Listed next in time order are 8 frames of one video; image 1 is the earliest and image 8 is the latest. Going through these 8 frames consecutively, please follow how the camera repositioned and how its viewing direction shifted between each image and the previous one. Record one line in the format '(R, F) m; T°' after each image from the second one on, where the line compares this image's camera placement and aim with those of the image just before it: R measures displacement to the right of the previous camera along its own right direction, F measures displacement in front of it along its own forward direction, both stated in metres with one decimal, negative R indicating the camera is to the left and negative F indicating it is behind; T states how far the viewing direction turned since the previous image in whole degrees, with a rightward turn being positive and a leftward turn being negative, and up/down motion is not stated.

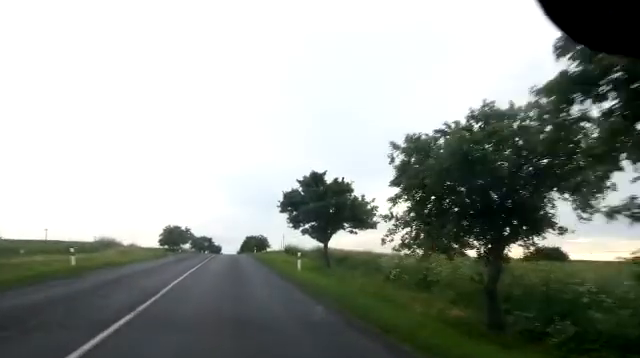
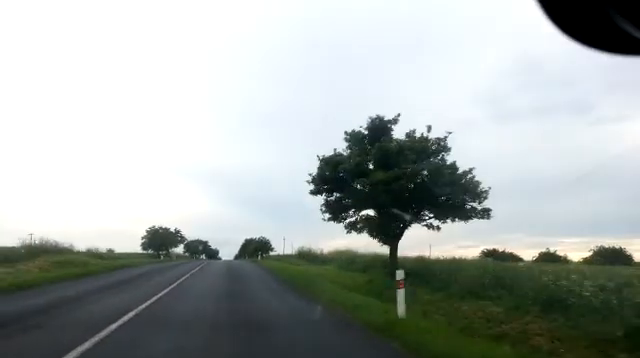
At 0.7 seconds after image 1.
(-0.1, +13.3) m; 0°
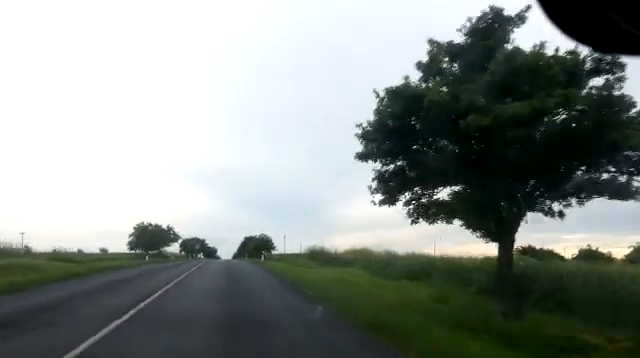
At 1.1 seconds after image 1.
(-0.1, +7.3) m; 0°
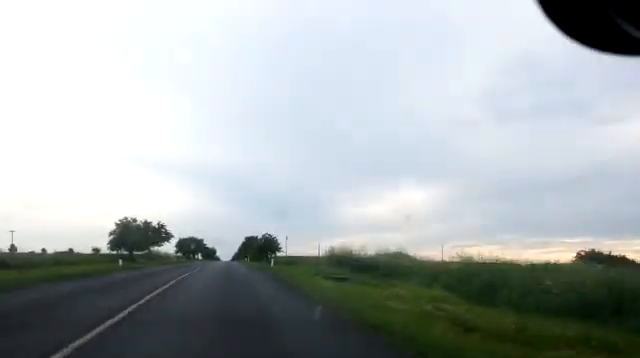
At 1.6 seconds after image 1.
(+0.2, +9.2) m; 0°
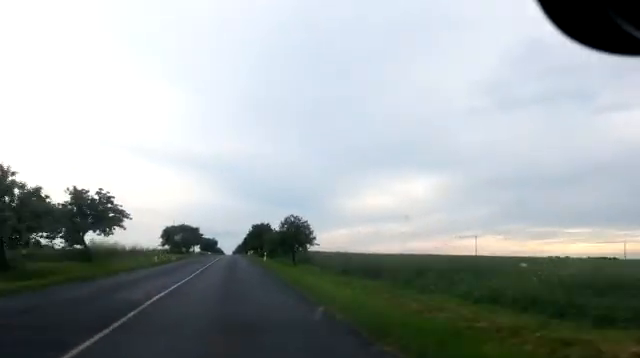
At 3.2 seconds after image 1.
(-0.2, +29.7) m; 0°
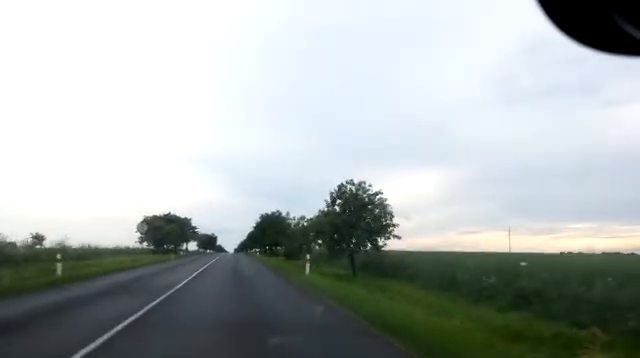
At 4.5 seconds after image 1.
(+0.3, +23.4) m; +1°
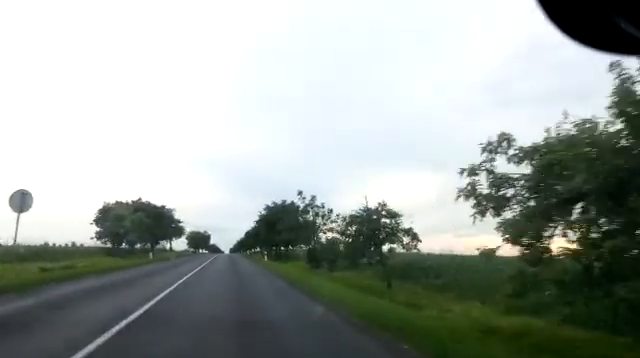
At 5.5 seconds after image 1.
(0.0, +19.2) m; 0°
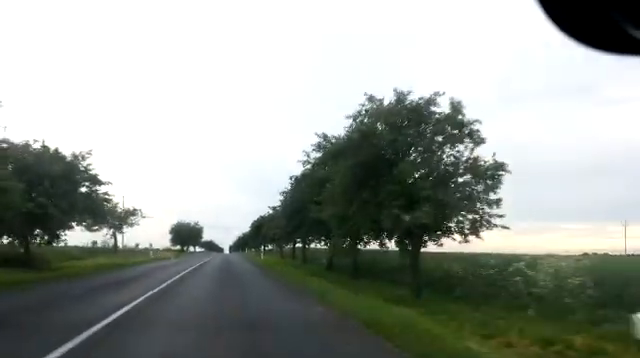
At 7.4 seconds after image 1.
(-0.4, +37.3) m; 0°
